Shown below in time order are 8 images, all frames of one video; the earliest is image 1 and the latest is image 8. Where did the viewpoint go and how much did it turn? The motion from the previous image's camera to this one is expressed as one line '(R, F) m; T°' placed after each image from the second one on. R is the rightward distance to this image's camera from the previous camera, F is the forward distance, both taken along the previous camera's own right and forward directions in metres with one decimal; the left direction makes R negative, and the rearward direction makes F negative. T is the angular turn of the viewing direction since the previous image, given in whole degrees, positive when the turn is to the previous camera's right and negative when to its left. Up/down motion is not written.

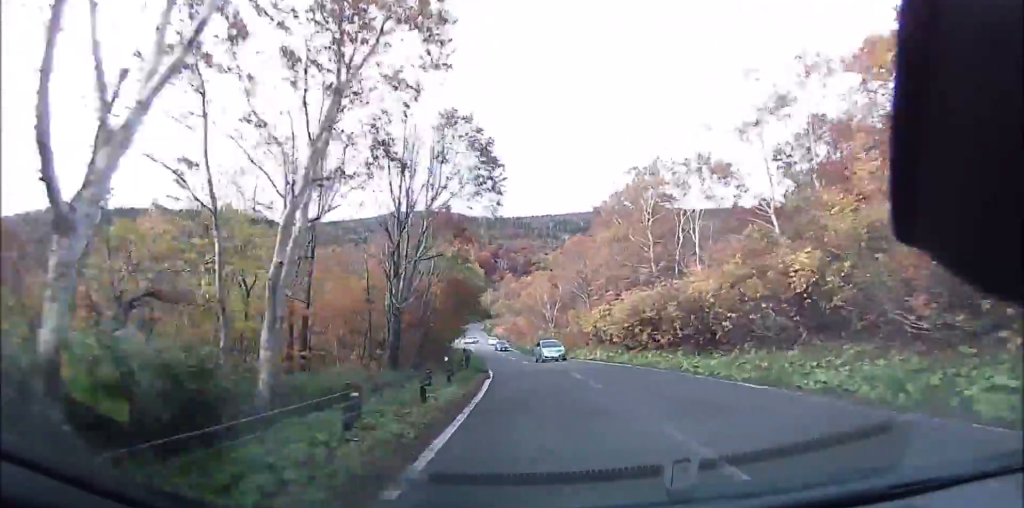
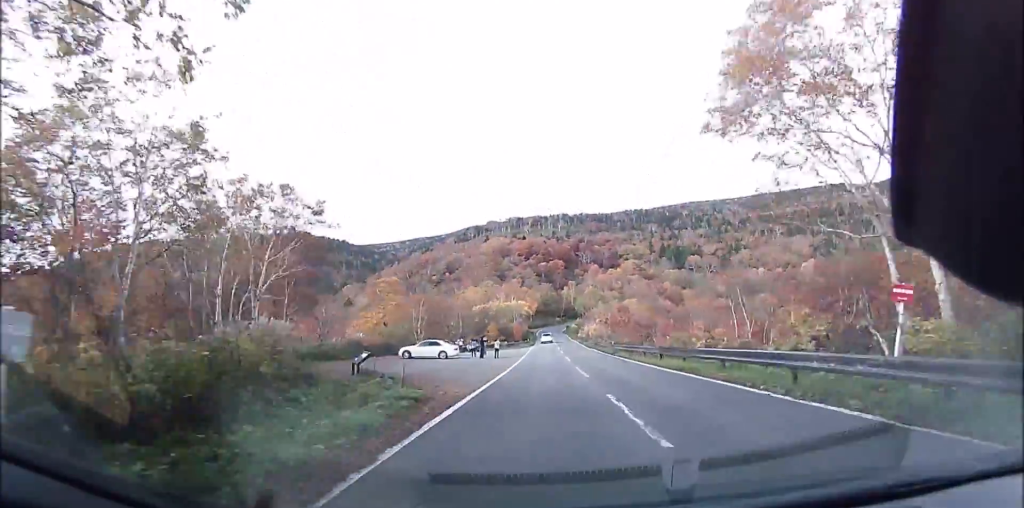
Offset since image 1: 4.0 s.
(-9.1, +53.7) m; -15°
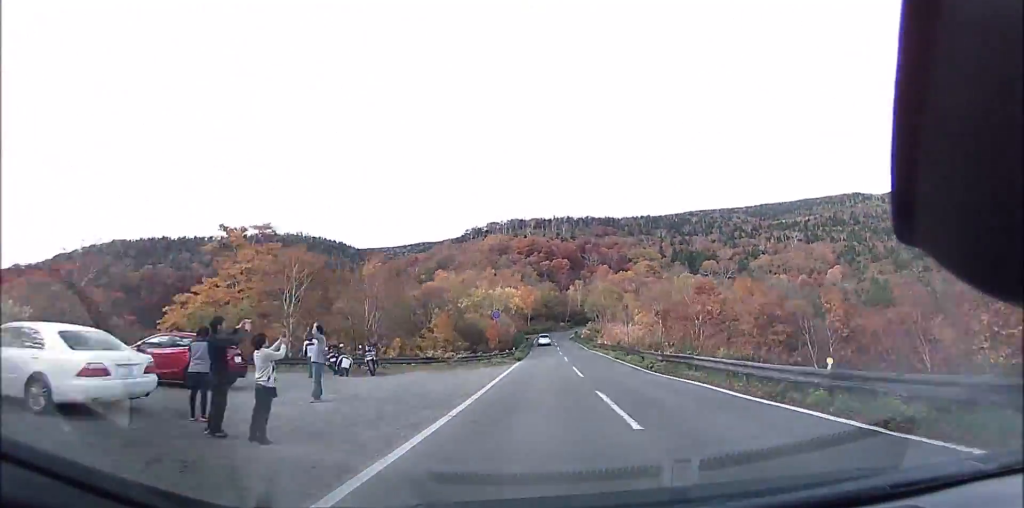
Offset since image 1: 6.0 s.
(-0.5, +28.7) m; -1°
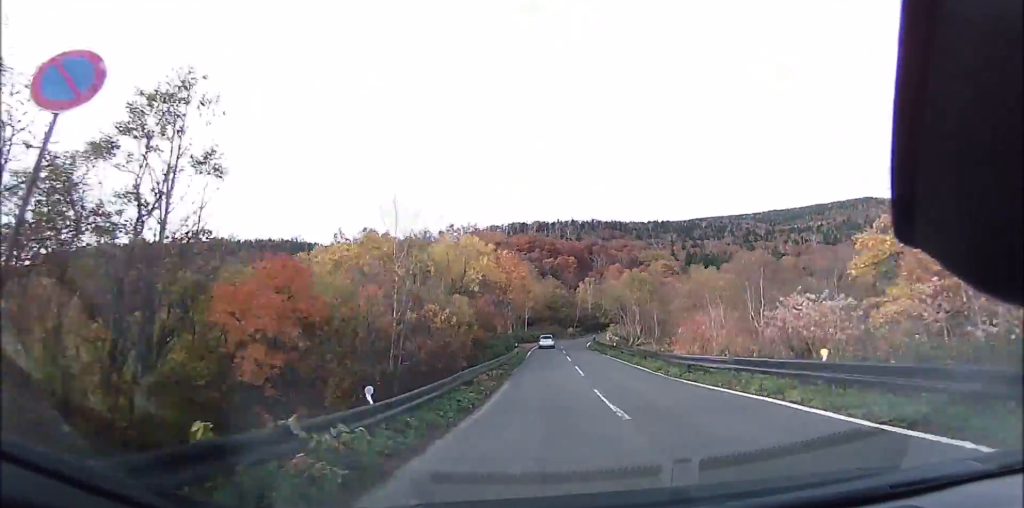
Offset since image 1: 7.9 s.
(+0.4, +29.5) m; 0°
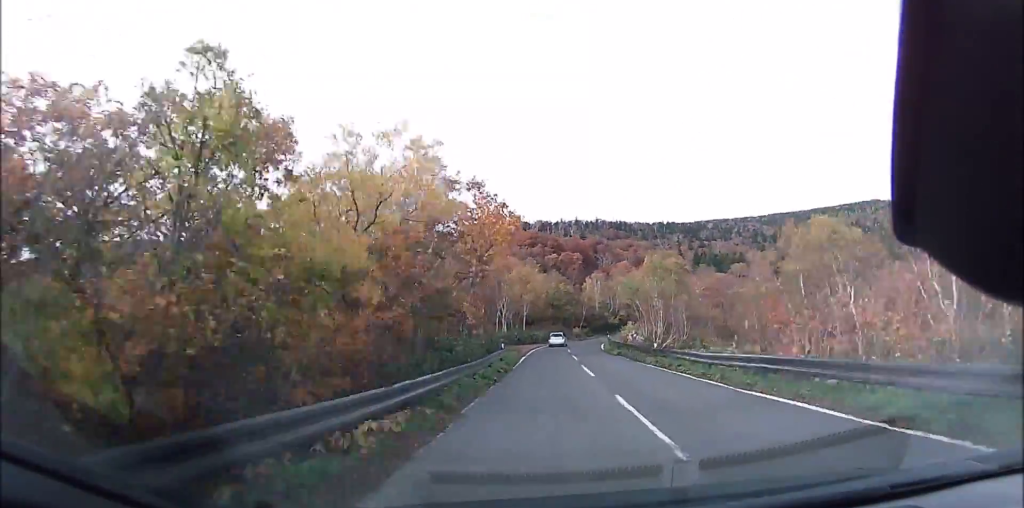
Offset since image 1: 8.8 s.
(0.0, +13.4) m; 0°
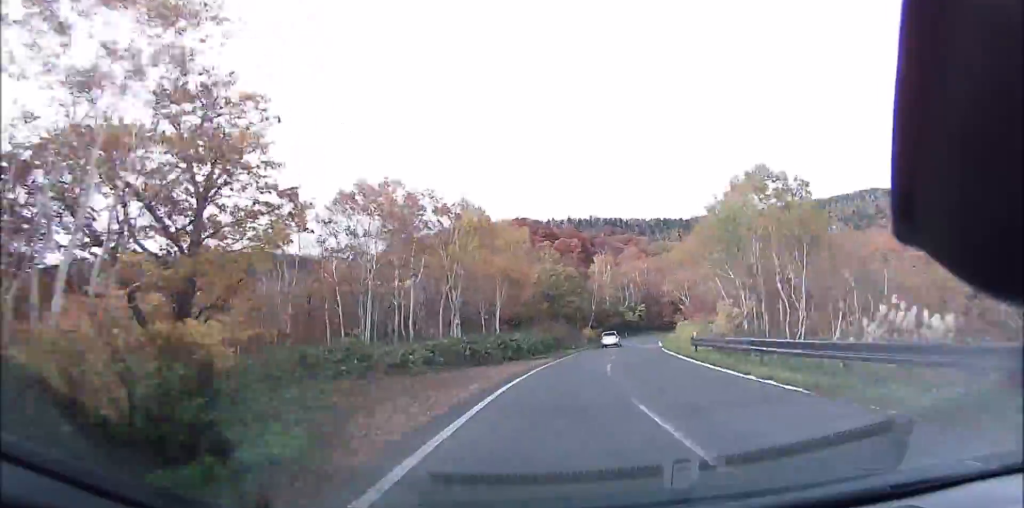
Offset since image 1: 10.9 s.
(-0.1, +31.2) m; +3°
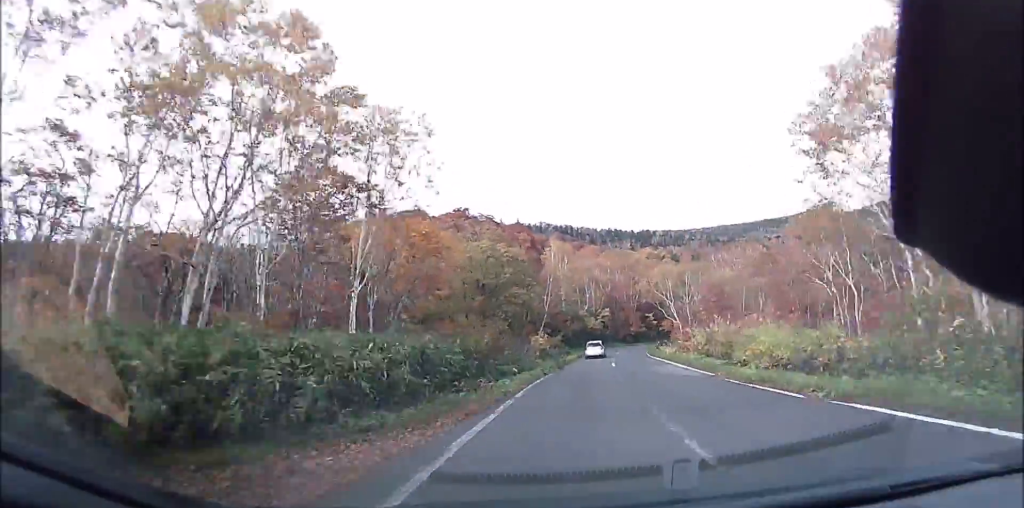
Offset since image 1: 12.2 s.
(+0.5, +19.2) m; +4°
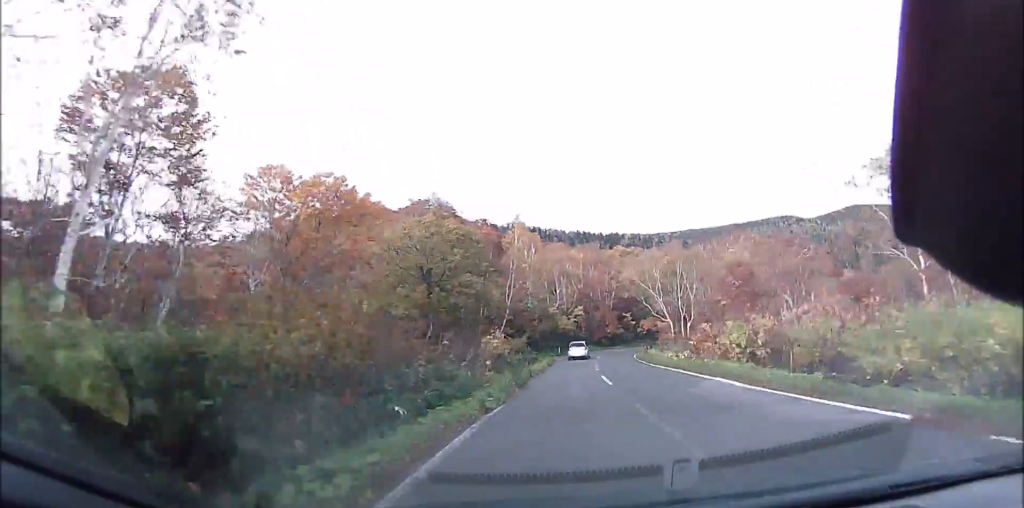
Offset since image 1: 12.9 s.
(+0.4, +10.1) m; +2°
